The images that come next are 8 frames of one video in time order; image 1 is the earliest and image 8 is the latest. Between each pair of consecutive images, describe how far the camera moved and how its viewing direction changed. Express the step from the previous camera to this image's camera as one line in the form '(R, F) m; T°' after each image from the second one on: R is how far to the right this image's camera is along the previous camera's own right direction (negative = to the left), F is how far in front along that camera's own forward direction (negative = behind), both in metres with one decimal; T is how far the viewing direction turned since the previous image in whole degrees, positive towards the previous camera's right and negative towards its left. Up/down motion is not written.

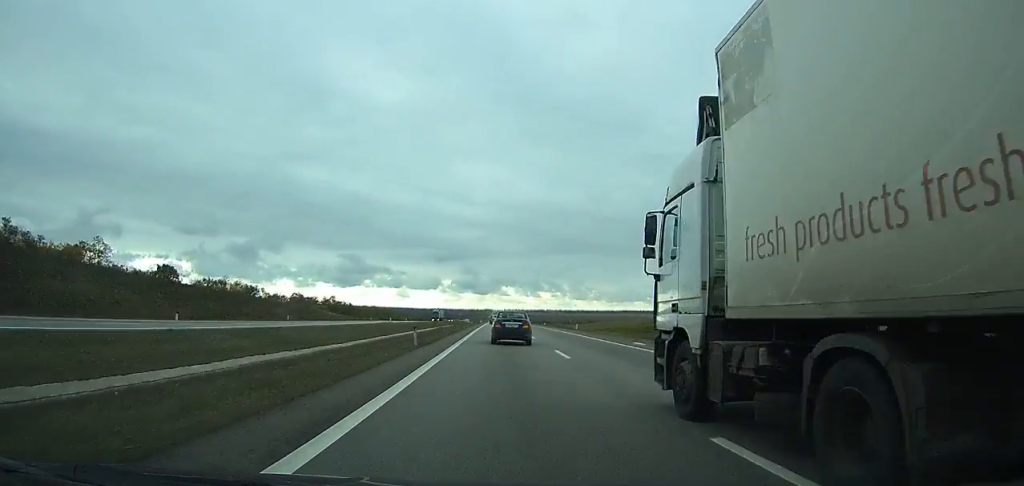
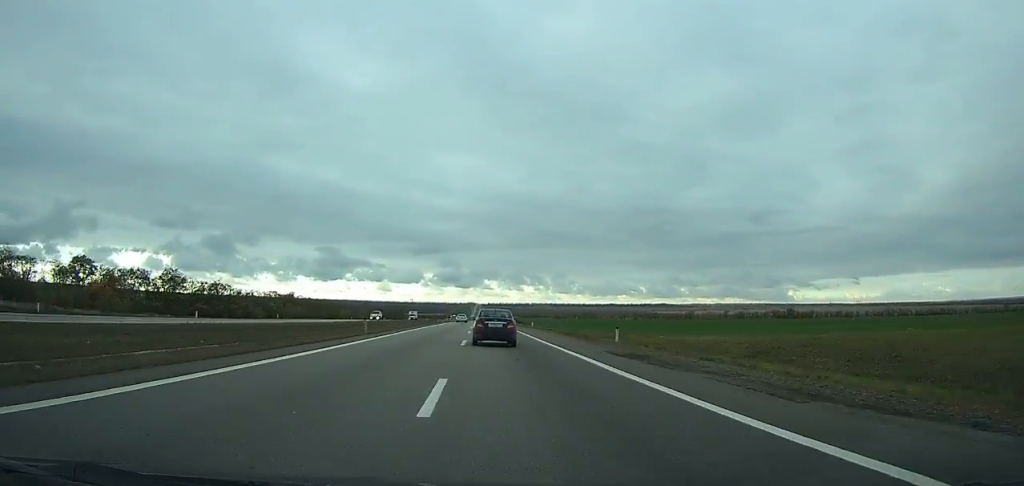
(+1.0, +136.6) m; +1°
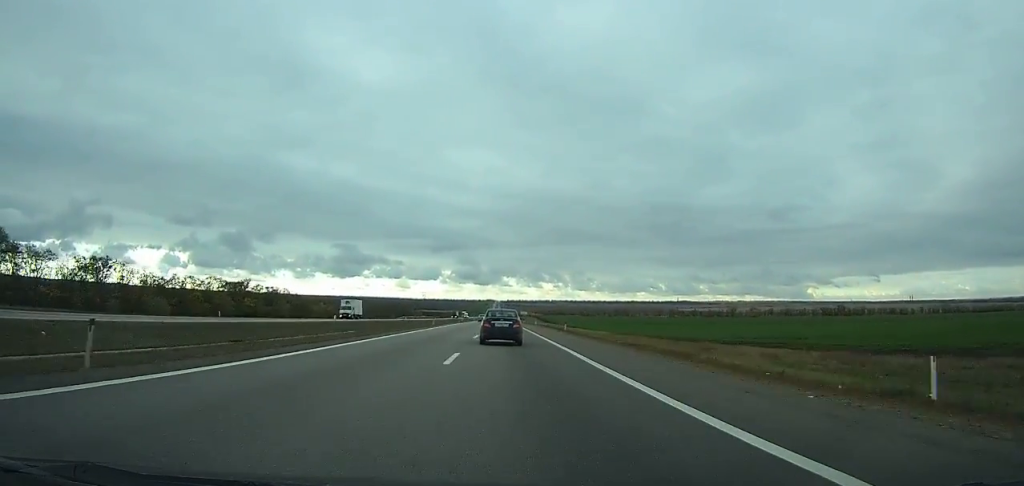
(+0.1, +73.7) m; 0°
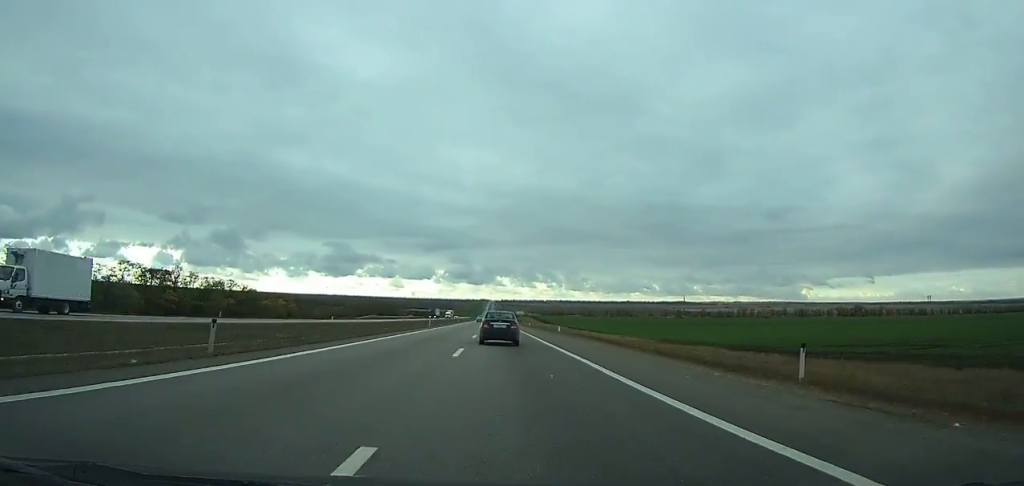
(-0.1, +45.6) m; 0°
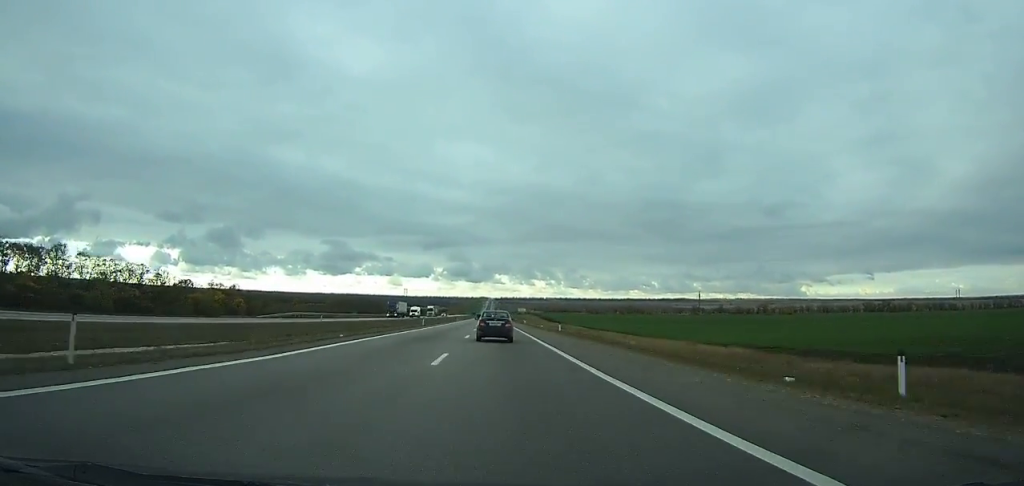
(-0.2, +51.5) m; 0°
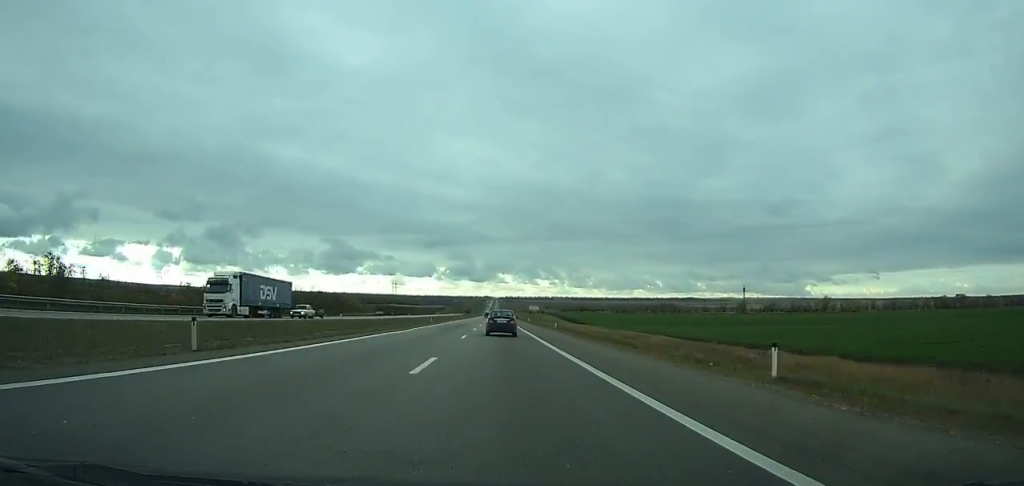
(+0.1, +99.4) m; 0°
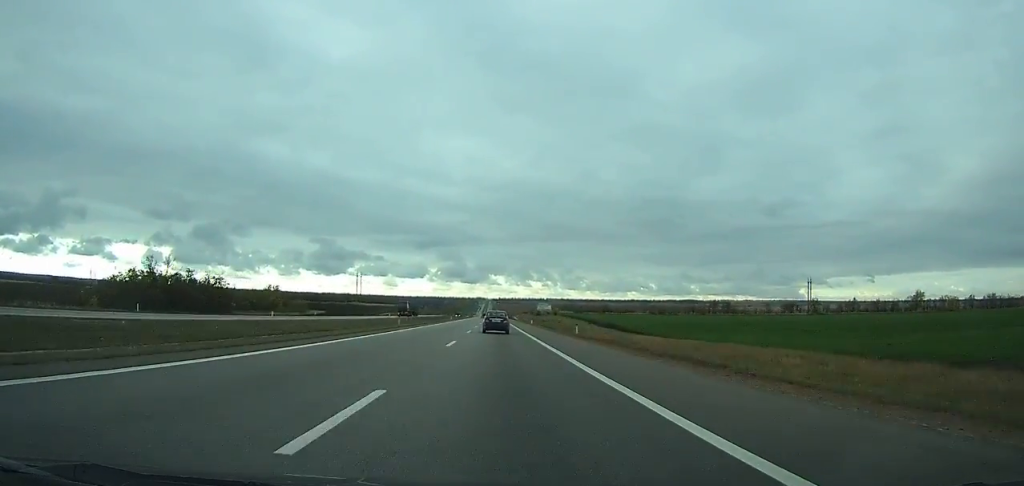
(-0.5, +117.5) m; 0°
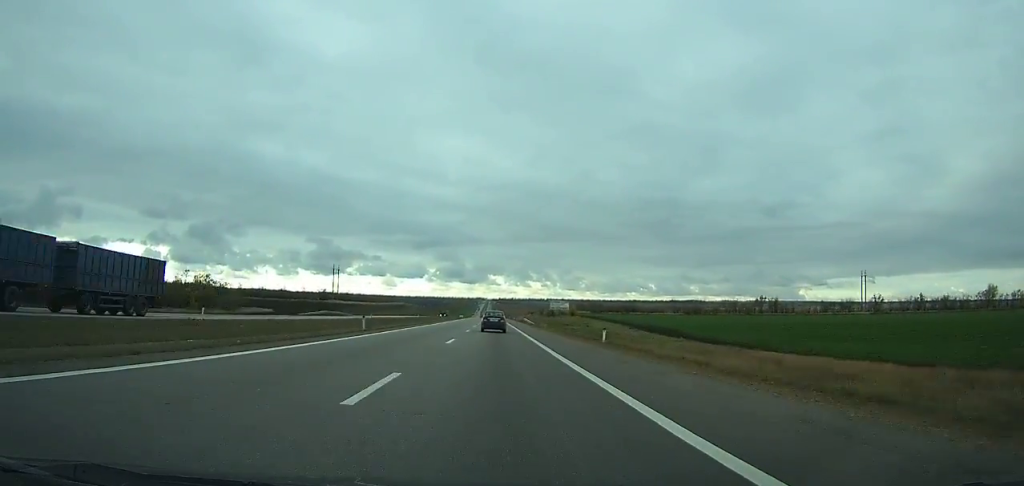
(+0.1, +60.3) m; 0°
